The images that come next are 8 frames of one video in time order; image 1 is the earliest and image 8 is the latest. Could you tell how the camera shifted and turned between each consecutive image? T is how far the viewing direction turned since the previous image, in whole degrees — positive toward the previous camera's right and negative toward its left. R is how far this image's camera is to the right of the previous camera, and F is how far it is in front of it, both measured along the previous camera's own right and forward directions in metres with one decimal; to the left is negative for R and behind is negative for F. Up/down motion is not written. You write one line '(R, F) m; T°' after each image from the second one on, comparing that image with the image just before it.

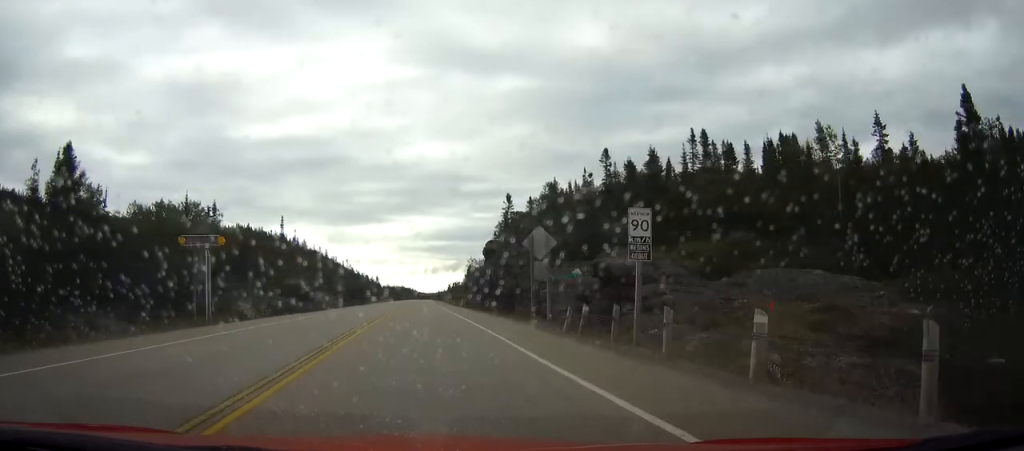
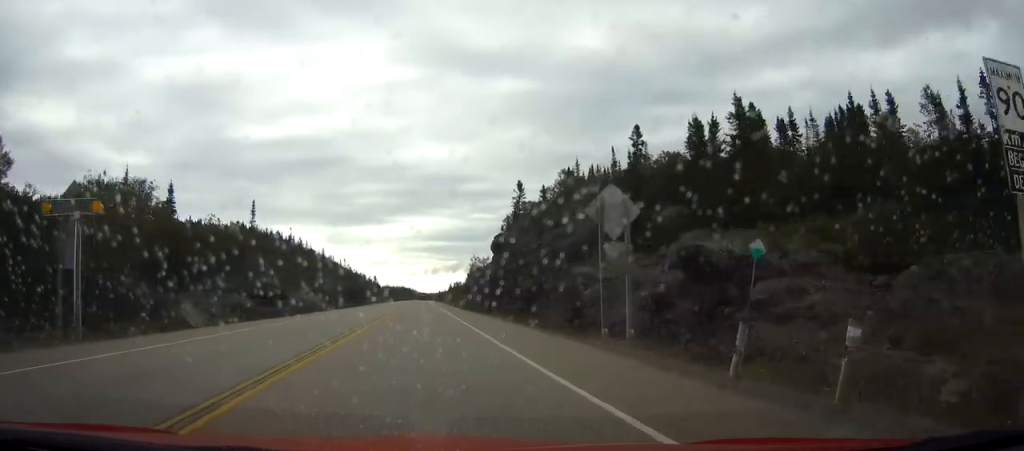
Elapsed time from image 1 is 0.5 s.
(0.0, +13.0) m; 0°
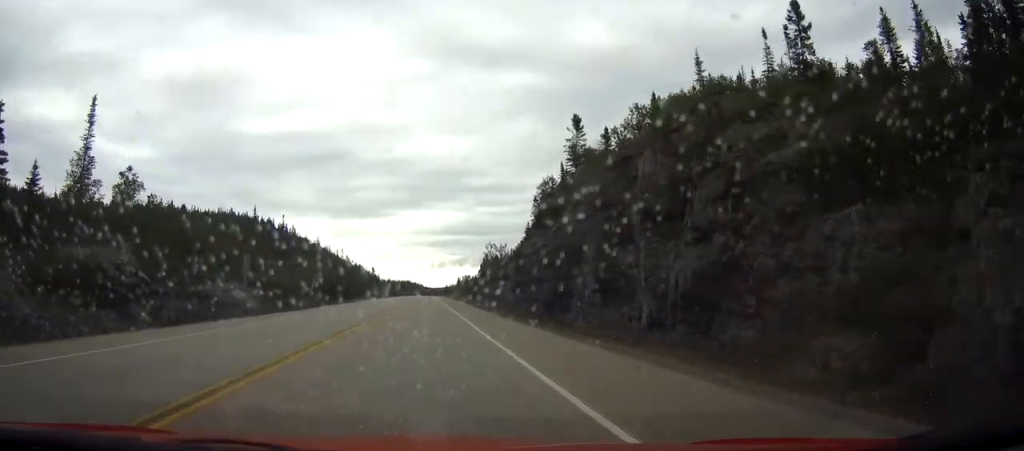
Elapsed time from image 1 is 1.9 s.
(-0.2, +34.6) m; 0°
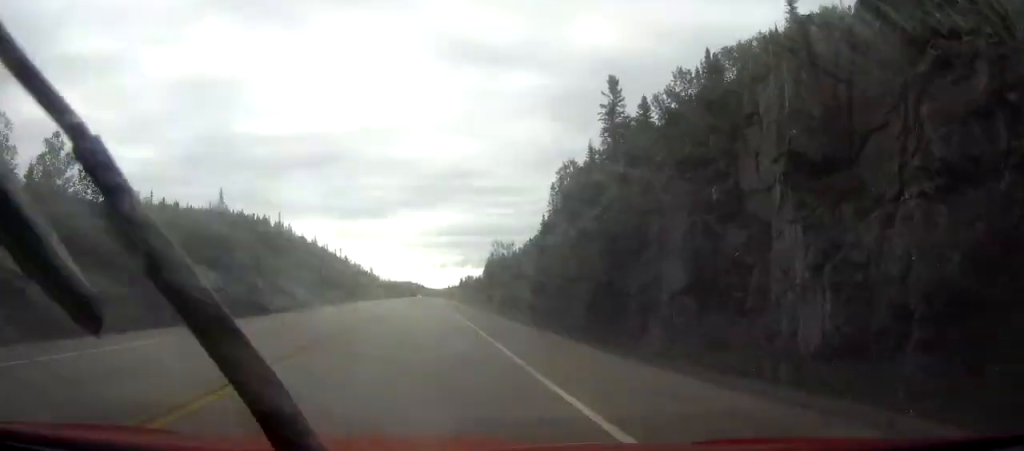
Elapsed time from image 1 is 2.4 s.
(0.0, +12.5) m; 0°
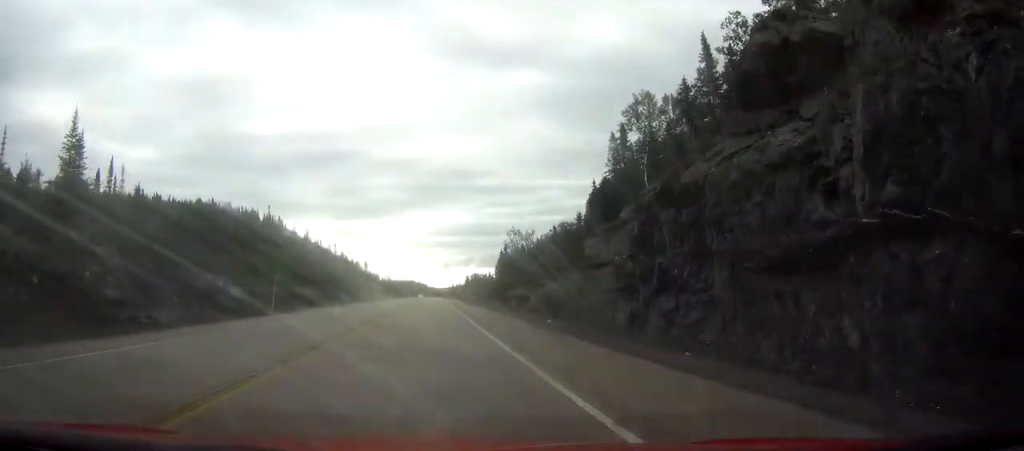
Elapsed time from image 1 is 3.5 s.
(+0.1, +27.2) m; 0°
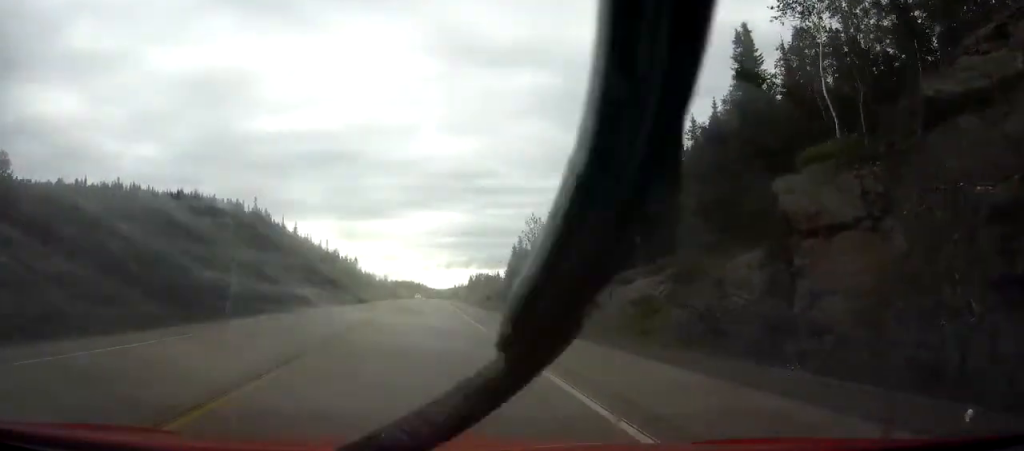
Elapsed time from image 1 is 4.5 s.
(-0.1, +25.1) m; 0°
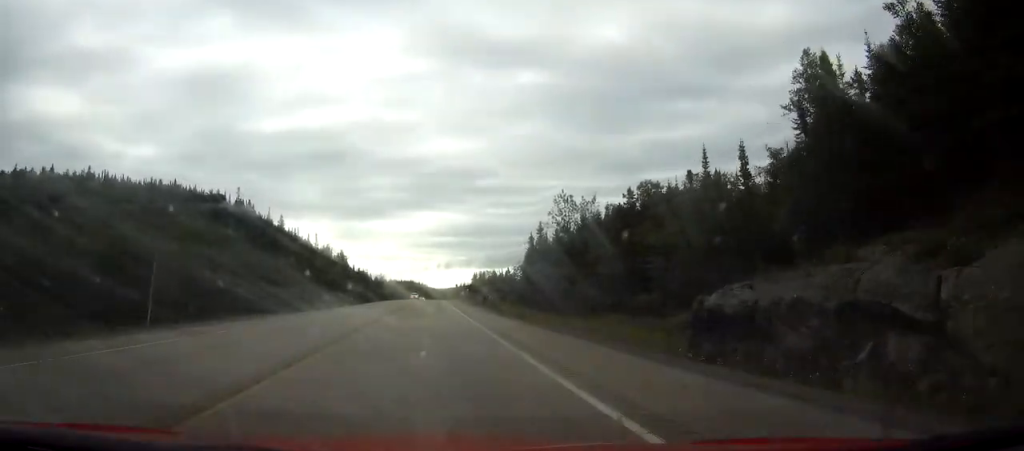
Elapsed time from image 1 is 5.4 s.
(+0.1, +24.8) m; 0°
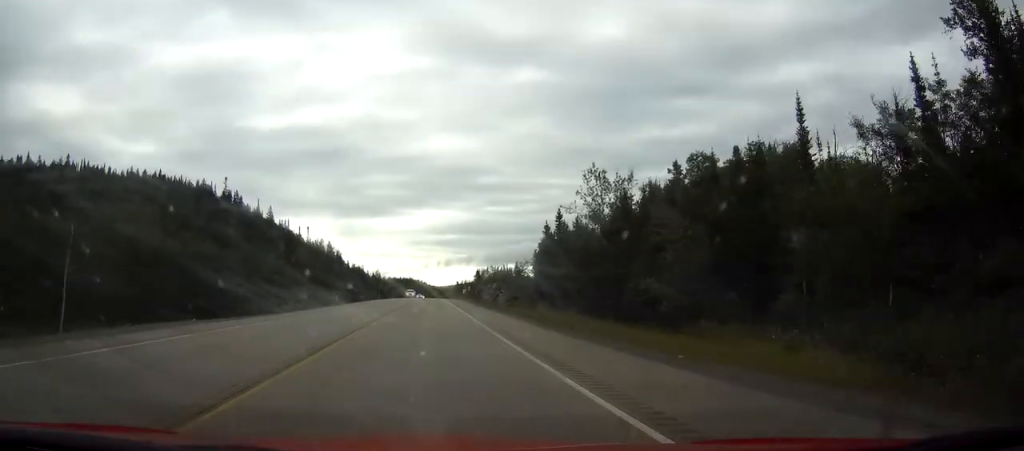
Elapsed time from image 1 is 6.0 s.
(-0.1, +16.3) m; 0°
